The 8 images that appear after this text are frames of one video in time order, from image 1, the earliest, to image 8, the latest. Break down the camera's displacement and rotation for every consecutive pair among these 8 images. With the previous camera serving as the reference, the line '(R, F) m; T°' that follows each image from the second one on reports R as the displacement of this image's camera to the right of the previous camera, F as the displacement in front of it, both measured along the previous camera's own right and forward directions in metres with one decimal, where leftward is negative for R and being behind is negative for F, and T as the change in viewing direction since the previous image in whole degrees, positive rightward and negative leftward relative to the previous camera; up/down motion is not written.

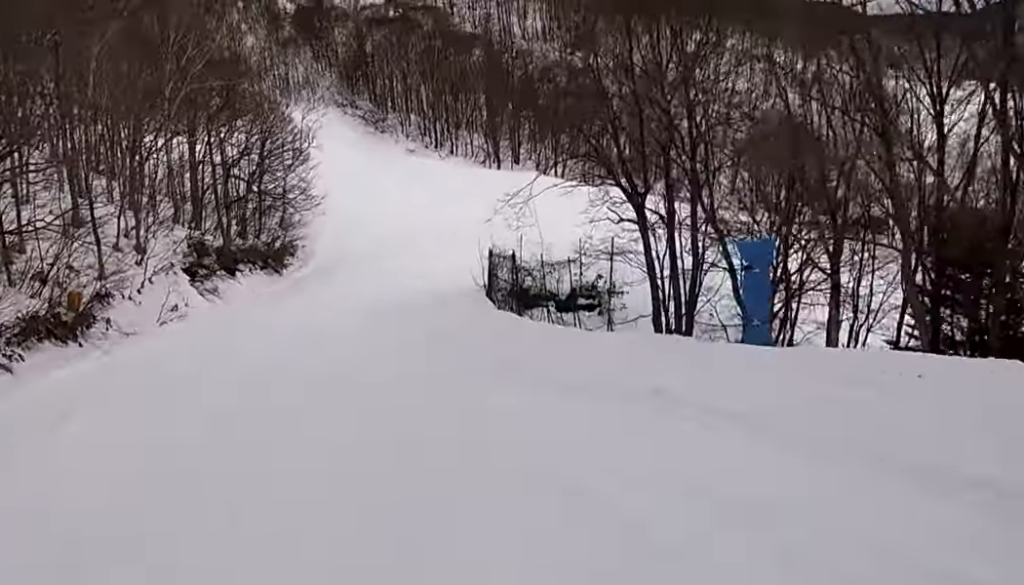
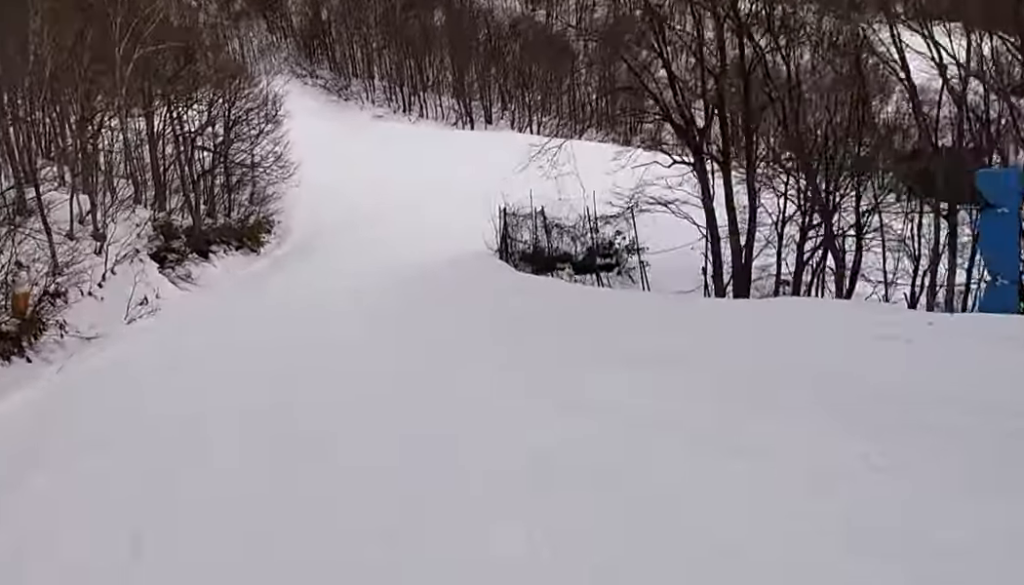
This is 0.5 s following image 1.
(+0.6, +4.3) m; +10°
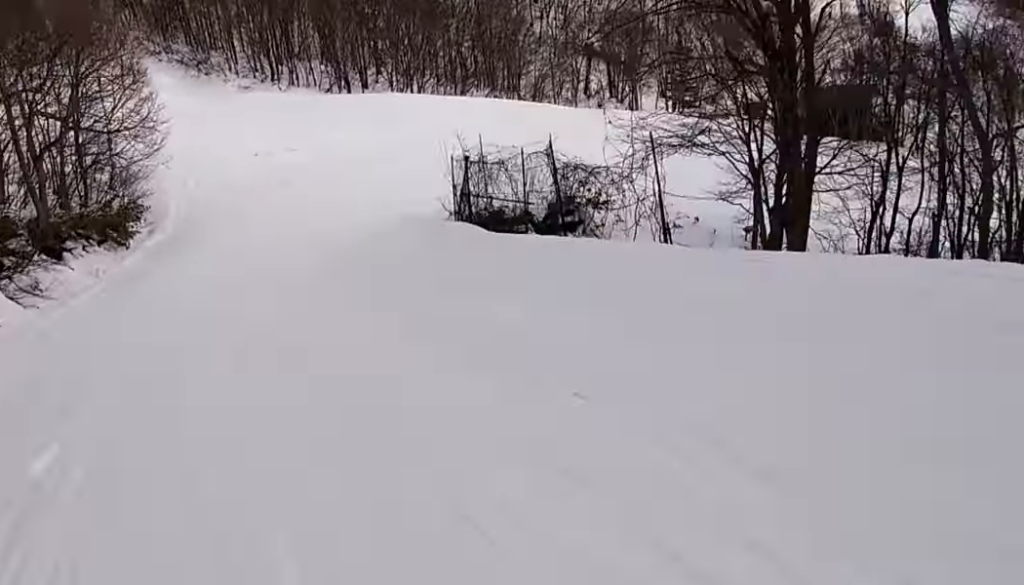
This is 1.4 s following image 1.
(+1.1, +7.3) m; +13°
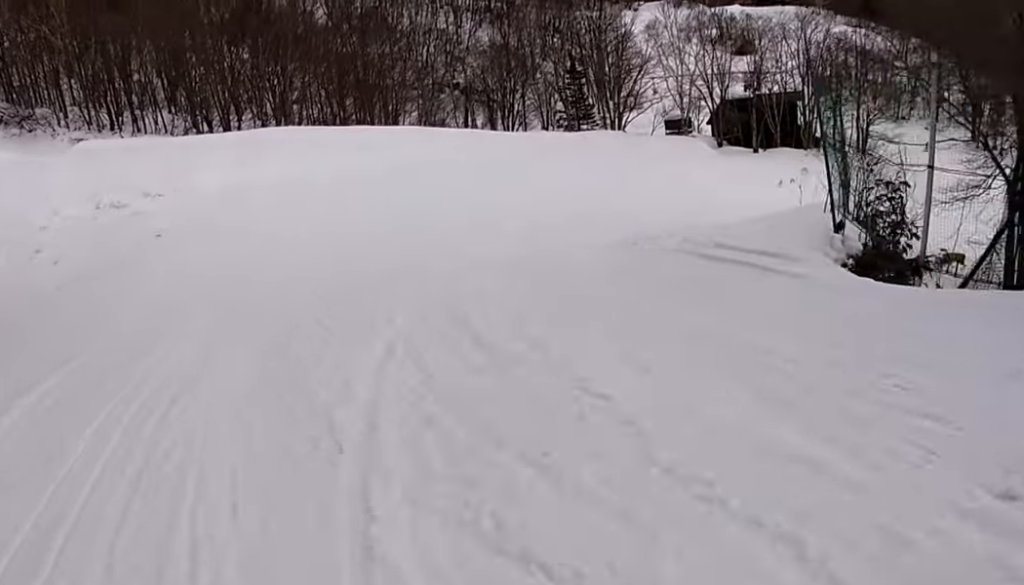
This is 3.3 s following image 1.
(+2.9, +17.1) m; +25°
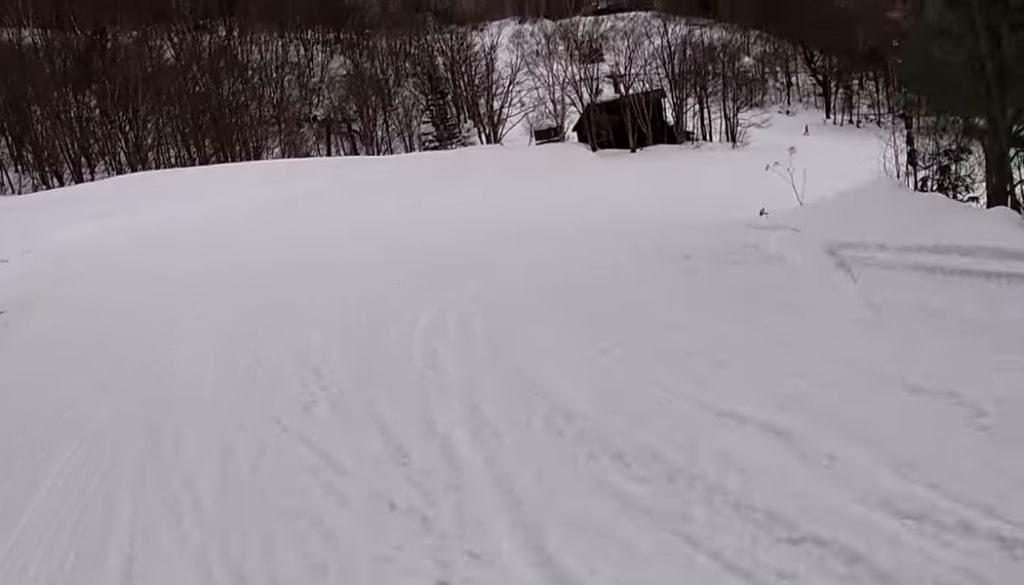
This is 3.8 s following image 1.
(+0.1, +4.1) m; +12°
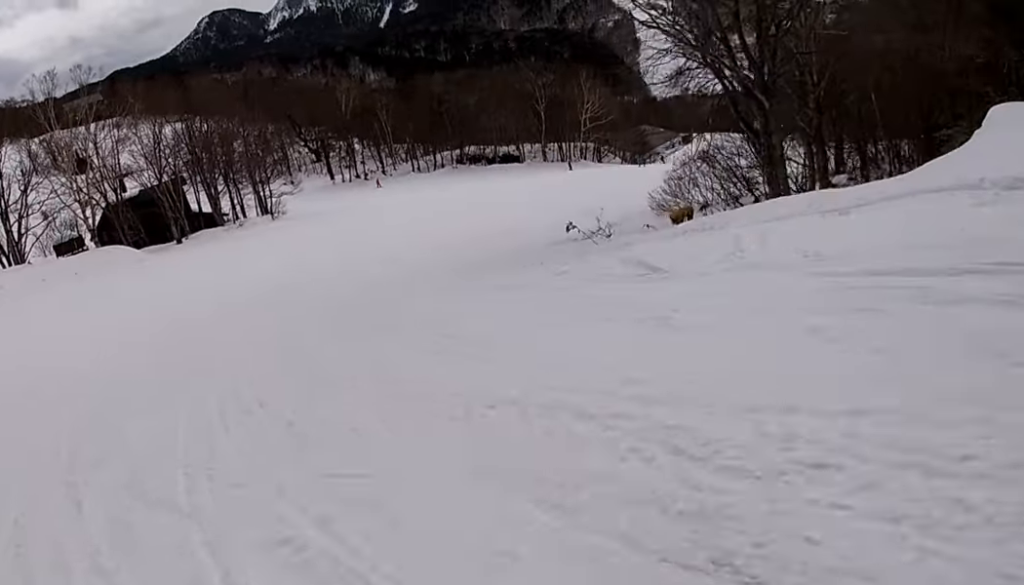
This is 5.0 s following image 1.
(+2.7, +9.9) m; +23°
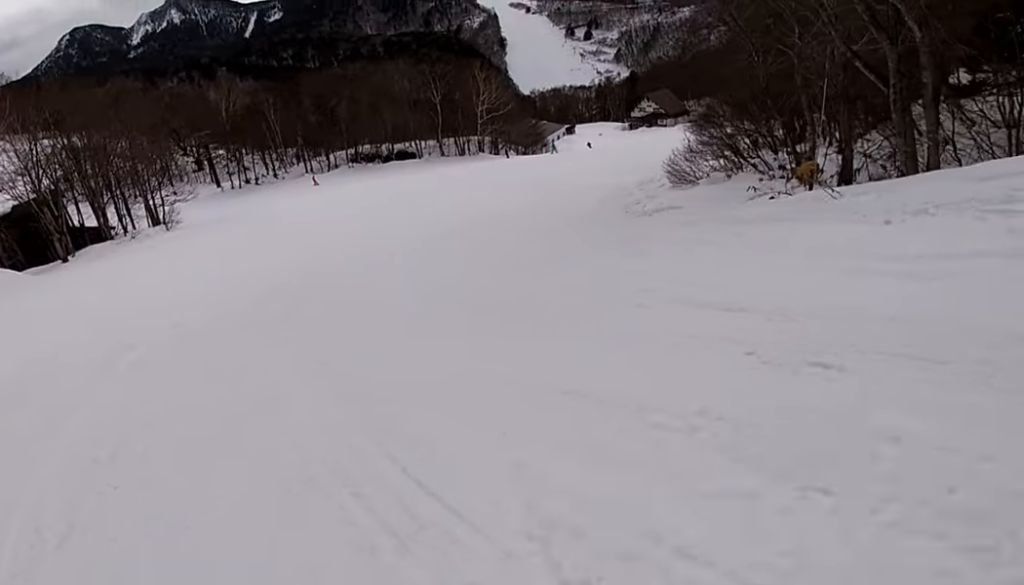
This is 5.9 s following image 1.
(+0.2, +7.3) m; +18°
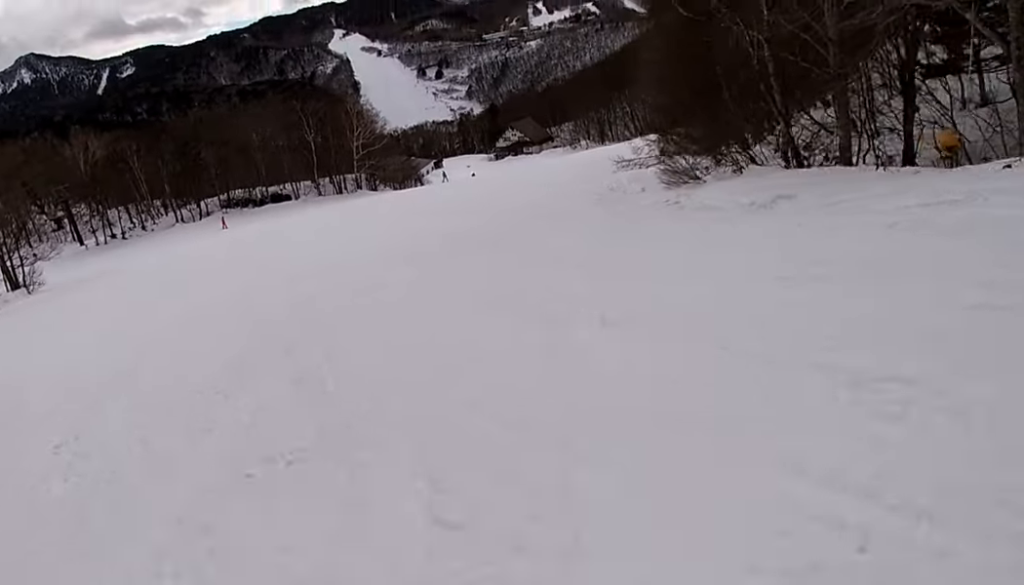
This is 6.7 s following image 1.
(+1.8, +6.3) m; +22°
